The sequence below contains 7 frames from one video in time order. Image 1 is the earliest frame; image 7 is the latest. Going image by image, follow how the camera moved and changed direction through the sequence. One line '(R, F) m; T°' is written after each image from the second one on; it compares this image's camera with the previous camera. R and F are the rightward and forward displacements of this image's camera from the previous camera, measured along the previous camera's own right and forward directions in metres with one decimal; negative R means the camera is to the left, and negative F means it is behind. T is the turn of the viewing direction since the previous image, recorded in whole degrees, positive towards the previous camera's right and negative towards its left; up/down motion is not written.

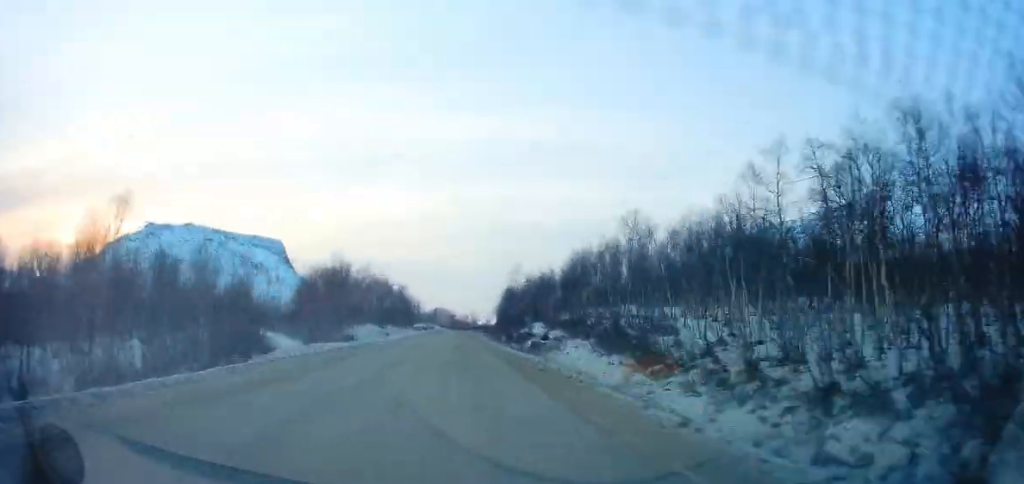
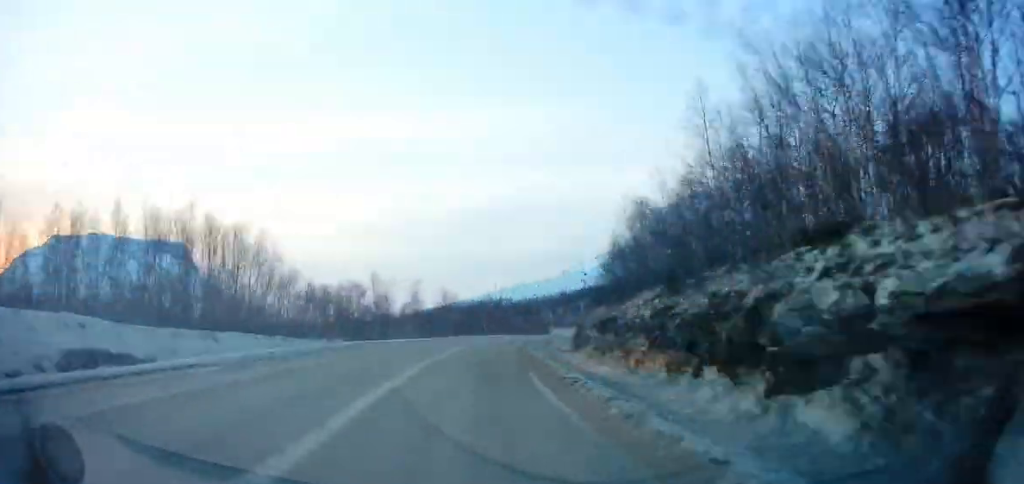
(+5.7, +151.6) m; +6°
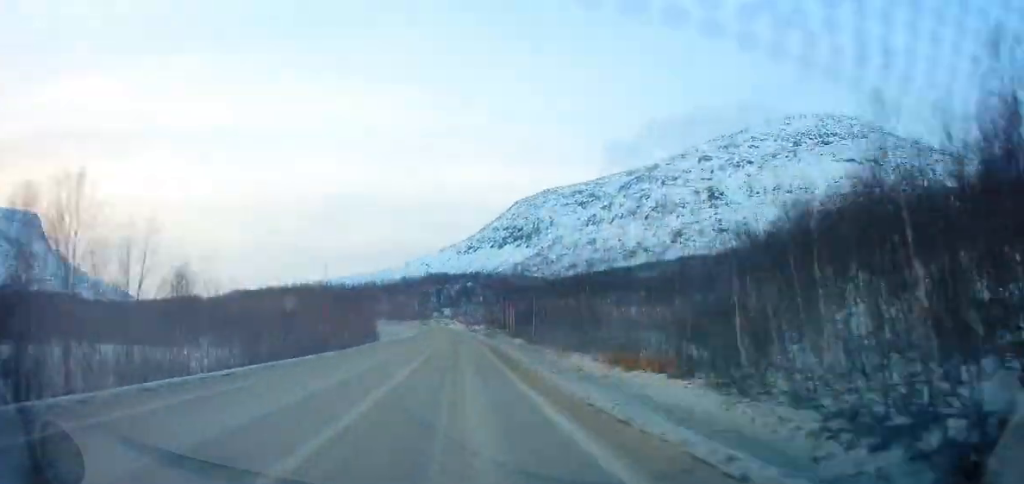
(+18.0, +122.0) m; -1°
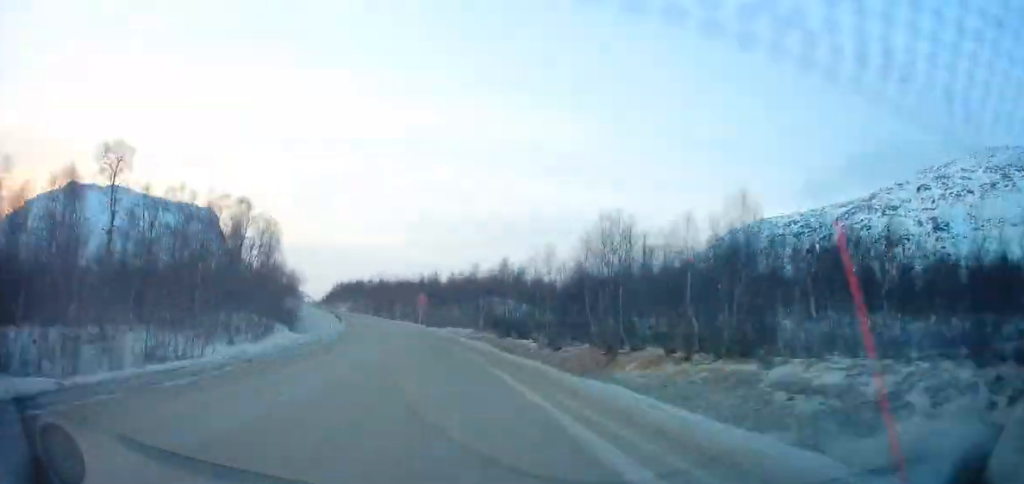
(-22.4, +177.5) m; -14°
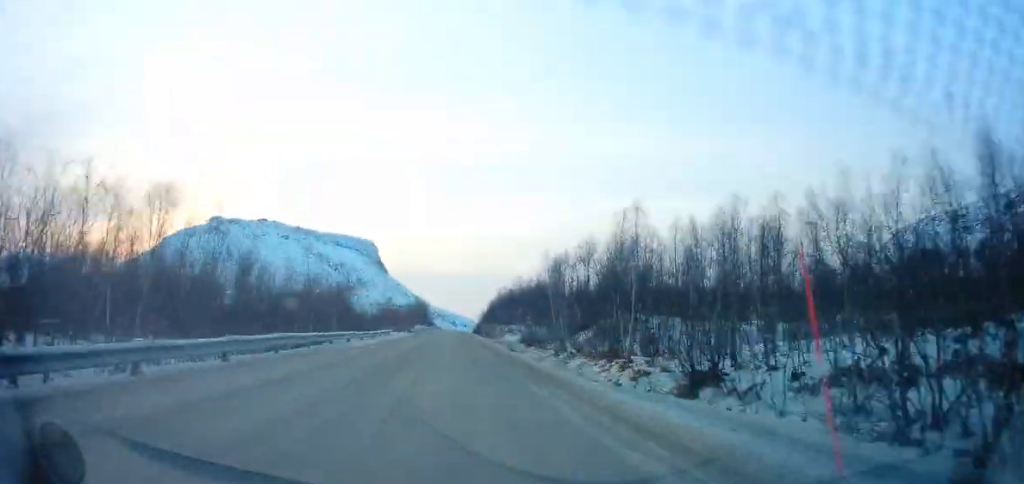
(-13.8, +131.1) m; -6°
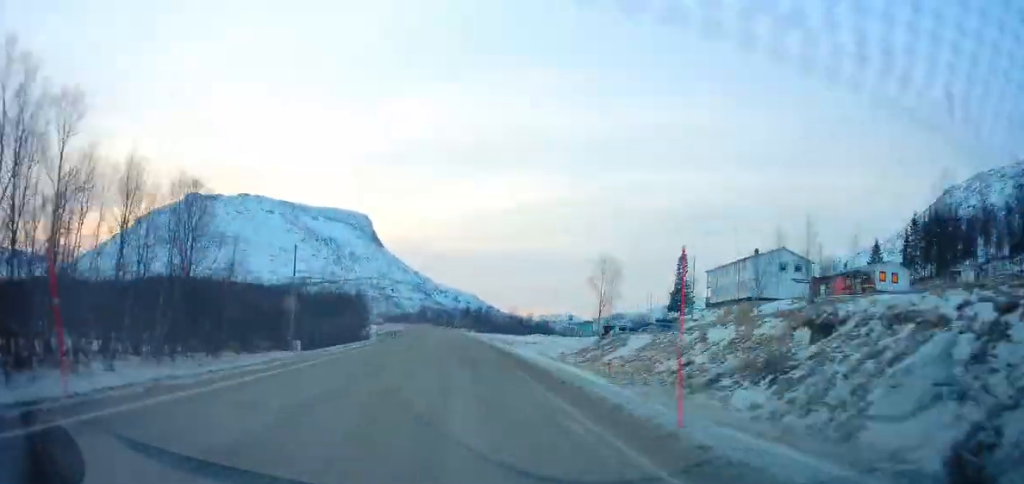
(-23.6, +332.0) m; -8°
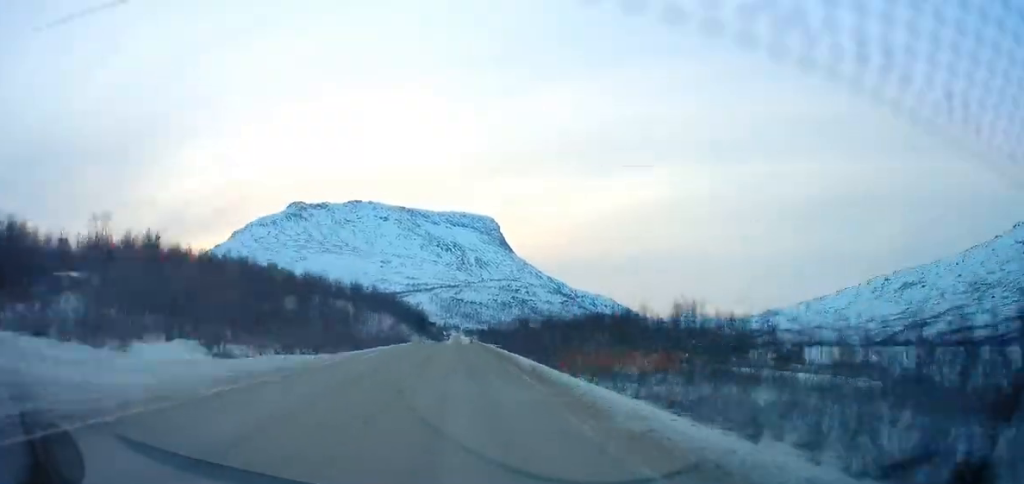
(-25.8, +321.9) m; -7°
